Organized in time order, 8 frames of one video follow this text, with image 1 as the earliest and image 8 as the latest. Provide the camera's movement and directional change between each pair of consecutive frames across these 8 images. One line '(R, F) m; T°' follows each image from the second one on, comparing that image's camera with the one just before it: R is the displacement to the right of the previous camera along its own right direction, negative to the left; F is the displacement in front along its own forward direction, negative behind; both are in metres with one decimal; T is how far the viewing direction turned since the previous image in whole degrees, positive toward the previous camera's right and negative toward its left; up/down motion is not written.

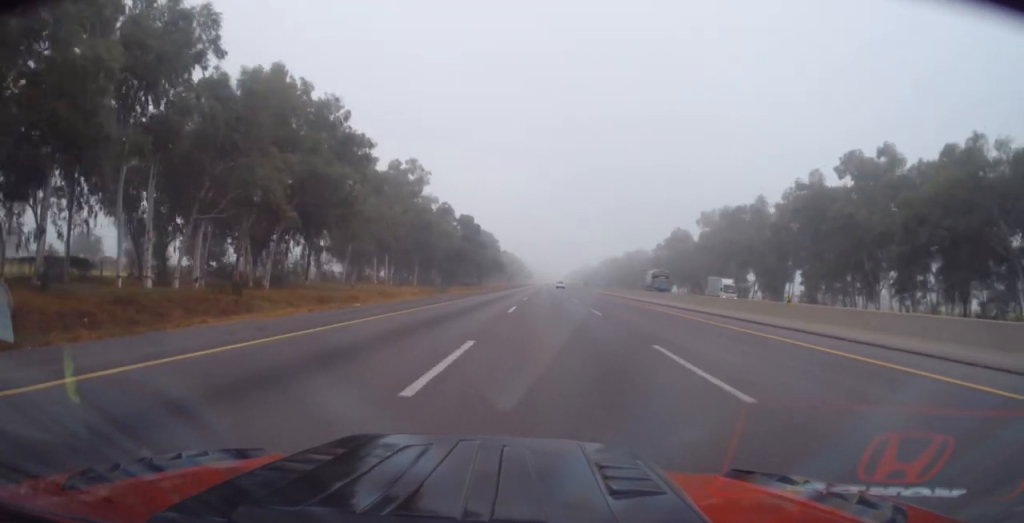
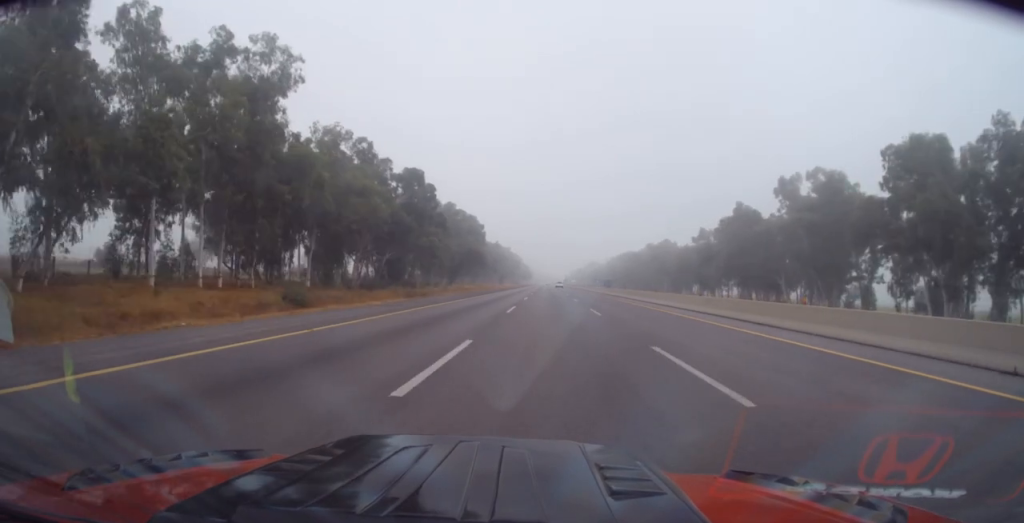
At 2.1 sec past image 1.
(+0.9, +53.8) m; +1°
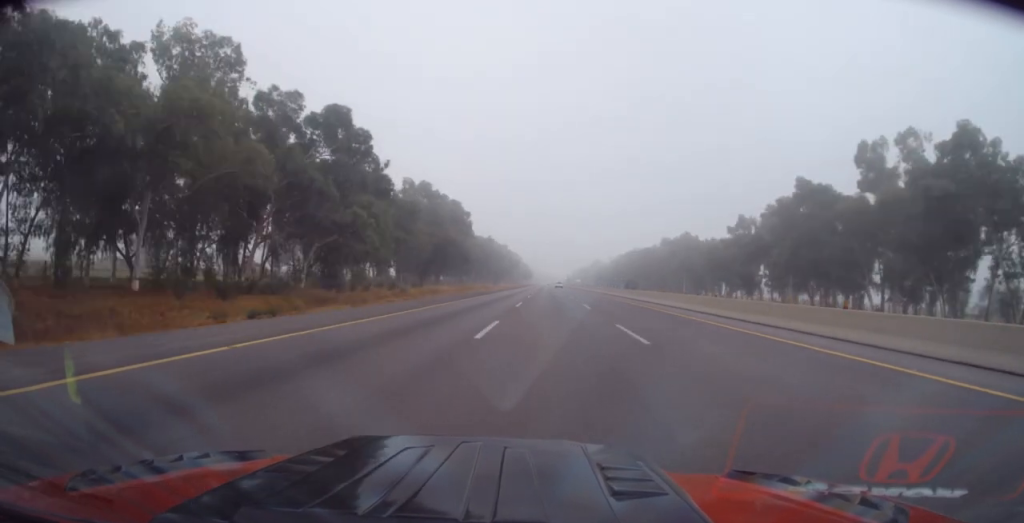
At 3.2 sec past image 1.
(-0.4, +28.8) m; -1°
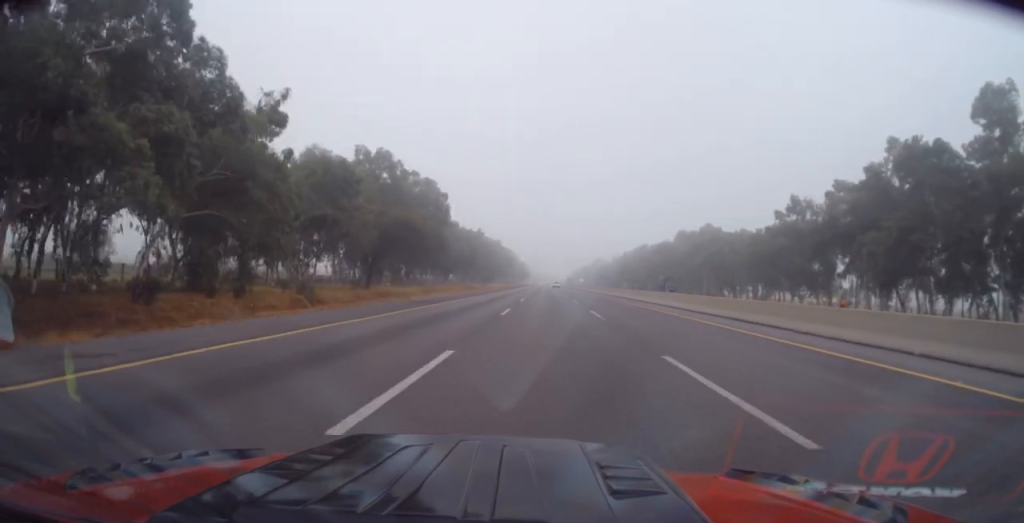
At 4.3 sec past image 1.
(-0.2, +26.4) m; +1°
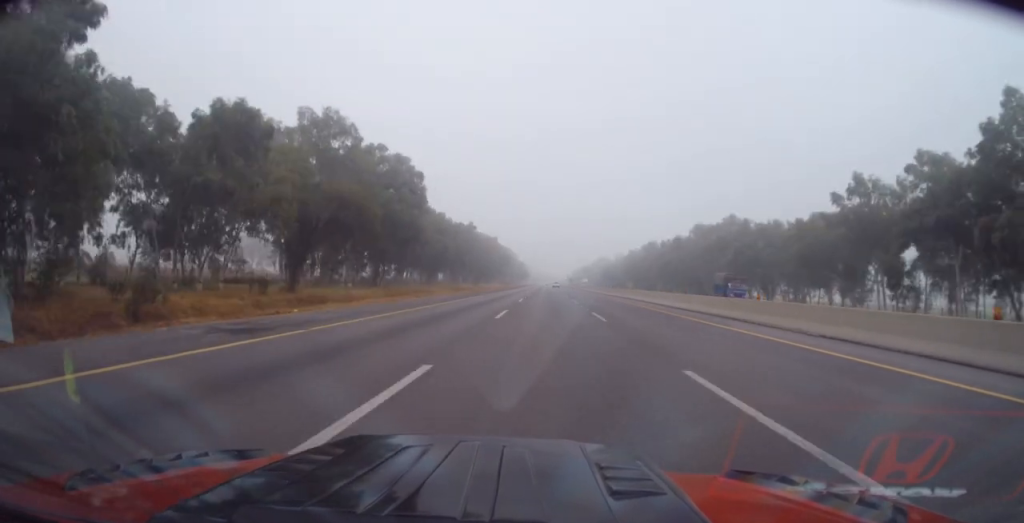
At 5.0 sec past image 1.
(+0.2, +19.6) m; +1°
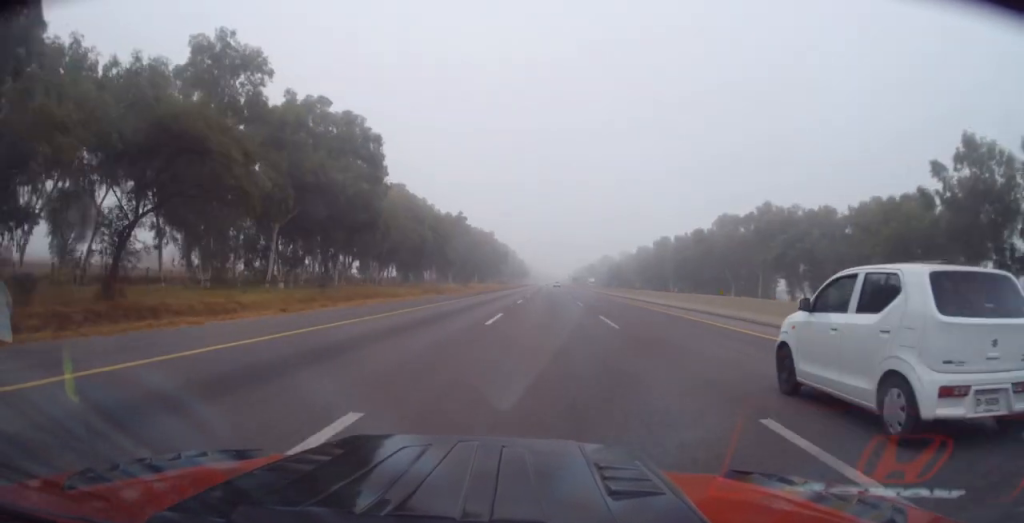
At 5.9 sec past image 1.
(+0.5, +21.1) m; -1°
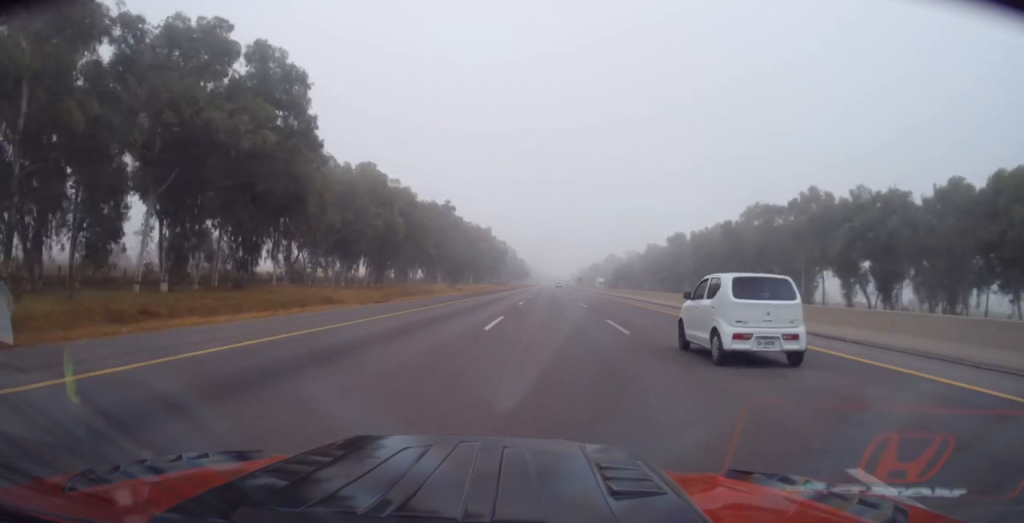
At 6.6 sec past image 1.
(-0.8, +19.4) m; -1°
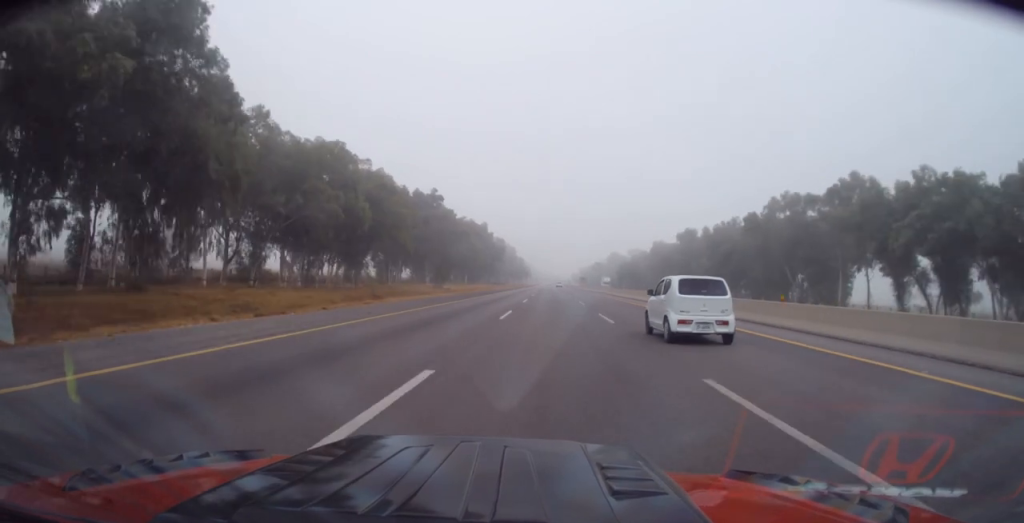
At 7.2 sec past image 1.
(0.0, +13.6) m; 0°
